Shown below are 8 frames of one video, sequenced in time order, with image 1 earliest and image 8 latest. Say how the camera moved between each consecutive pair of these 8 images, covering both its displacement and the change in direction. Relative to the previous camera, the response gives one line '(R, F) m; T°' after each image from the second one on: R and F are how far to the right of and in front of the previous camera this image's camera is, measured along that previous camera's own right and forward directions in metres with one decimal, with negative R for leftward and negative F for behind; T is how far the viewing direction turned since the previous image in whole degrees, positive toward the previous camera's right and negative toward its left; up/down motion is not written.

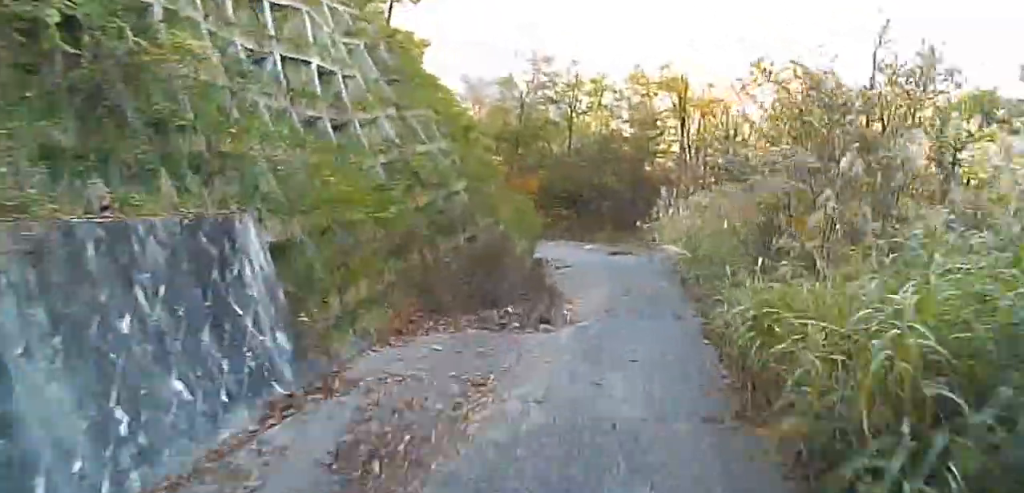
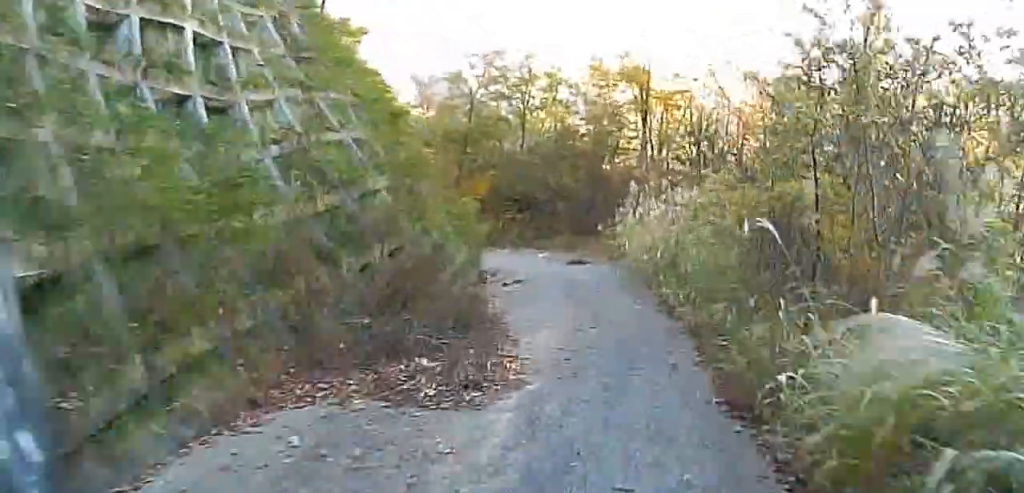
(0.0, +3.5) m; 0°
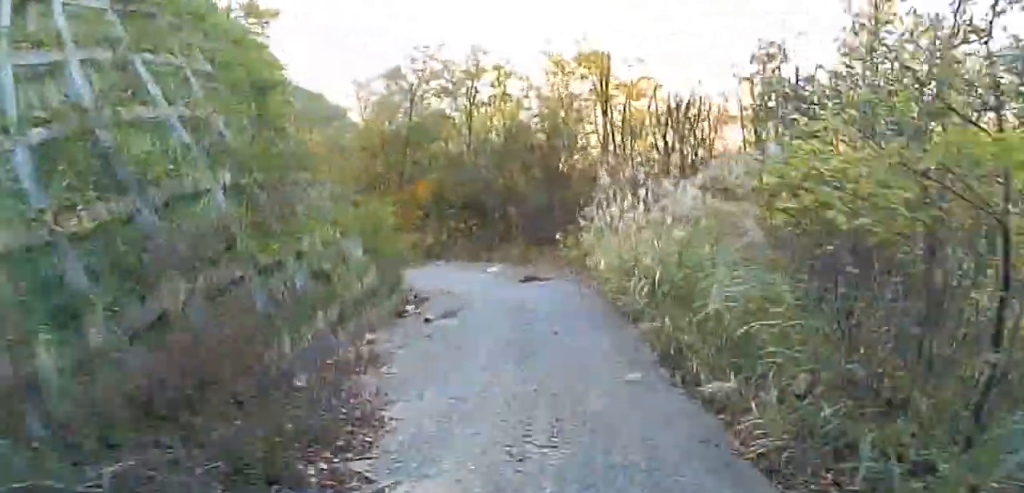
(-0.1, +5.3) m; +2°
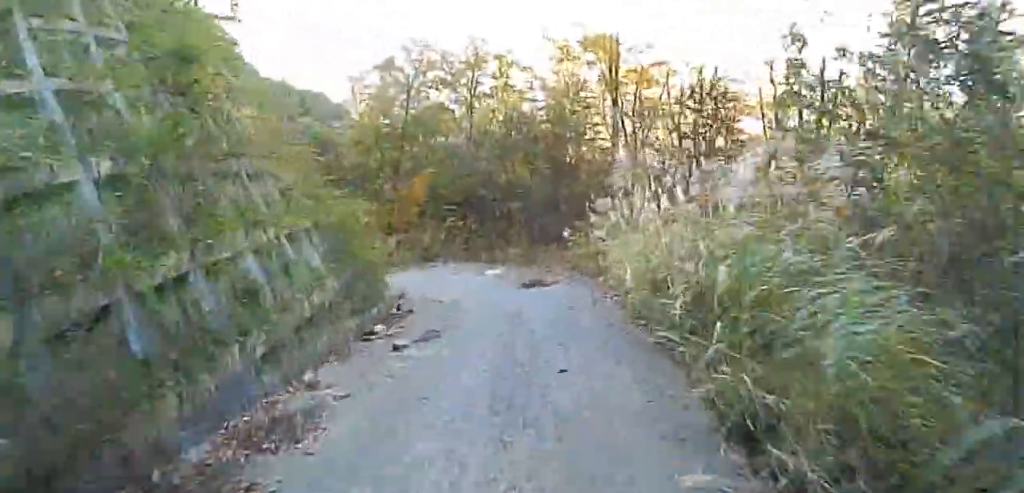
(0.0, +2.8) m; +1°
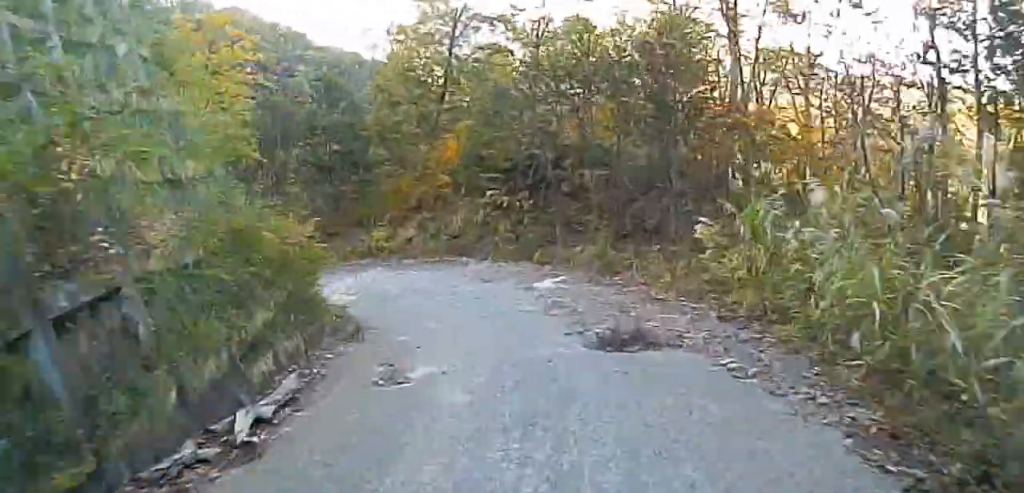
(+0.2, +10.9) m; 0°
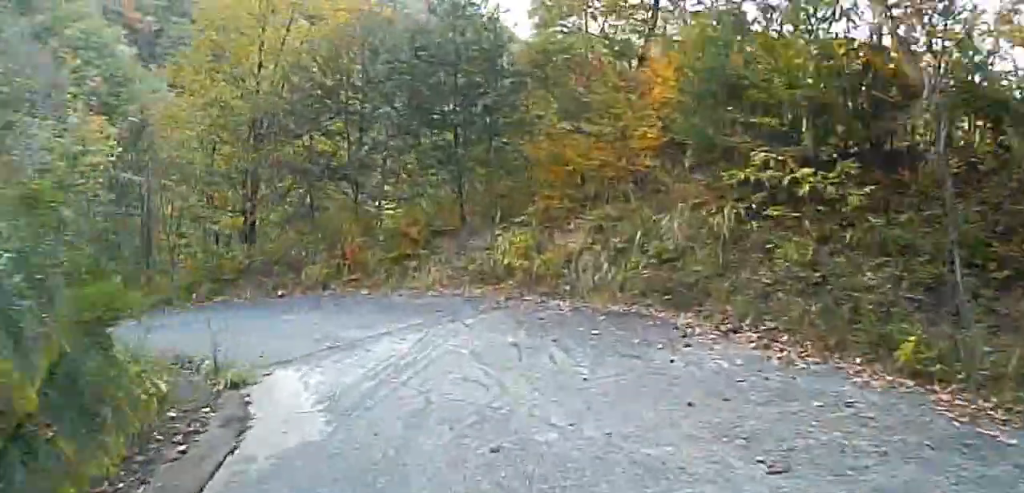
(-1.4, +13.4) m; -13°
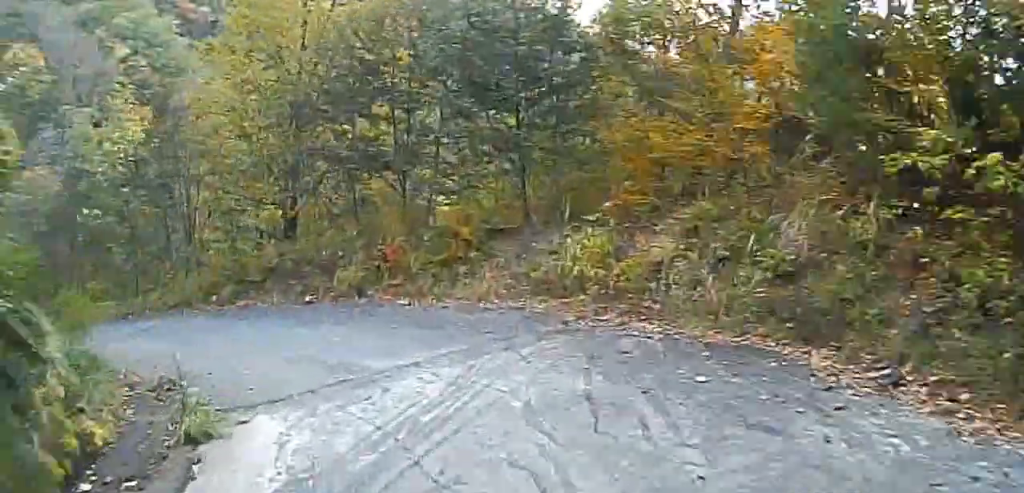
(-0.1, +2.9) m; -1°
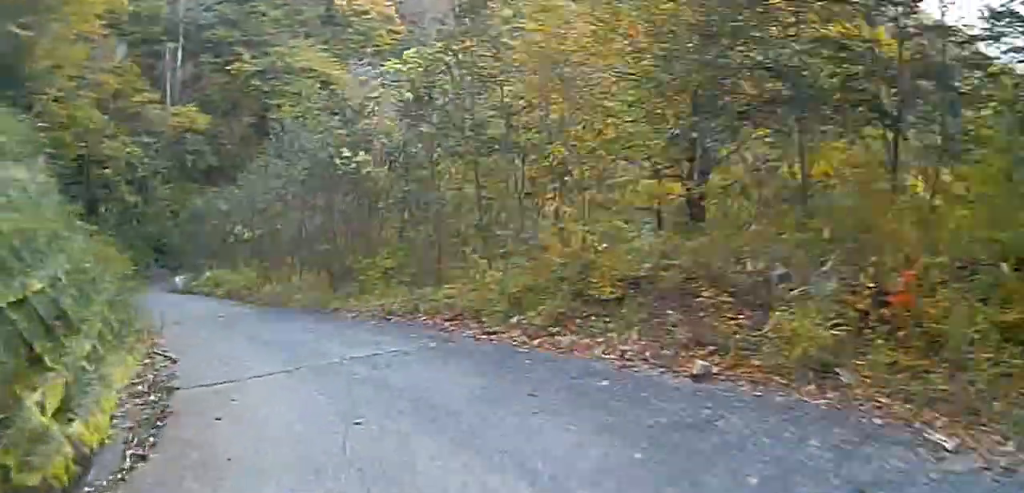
(+0.1, +9.1) m; -12°
